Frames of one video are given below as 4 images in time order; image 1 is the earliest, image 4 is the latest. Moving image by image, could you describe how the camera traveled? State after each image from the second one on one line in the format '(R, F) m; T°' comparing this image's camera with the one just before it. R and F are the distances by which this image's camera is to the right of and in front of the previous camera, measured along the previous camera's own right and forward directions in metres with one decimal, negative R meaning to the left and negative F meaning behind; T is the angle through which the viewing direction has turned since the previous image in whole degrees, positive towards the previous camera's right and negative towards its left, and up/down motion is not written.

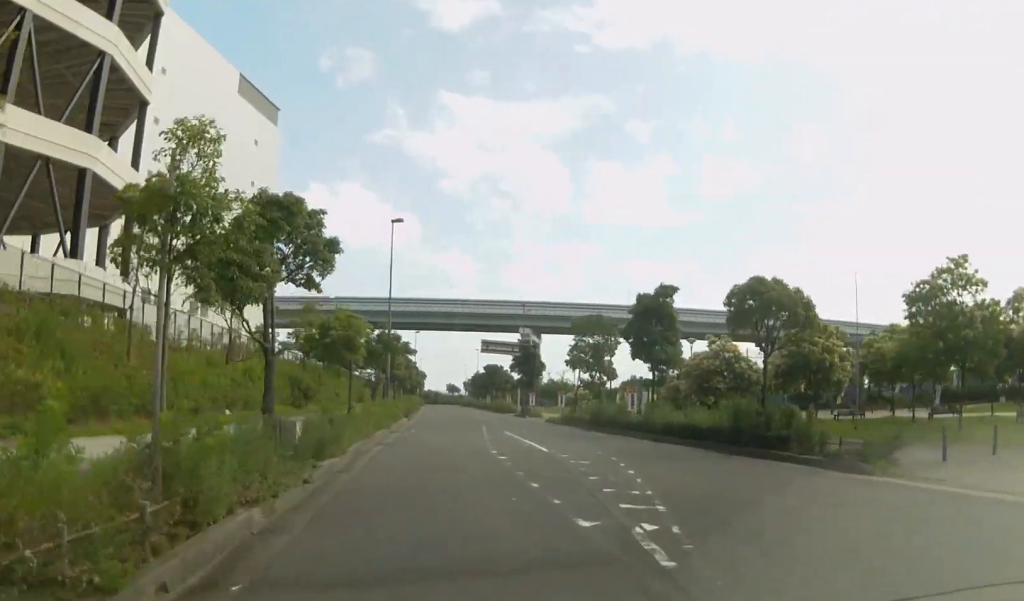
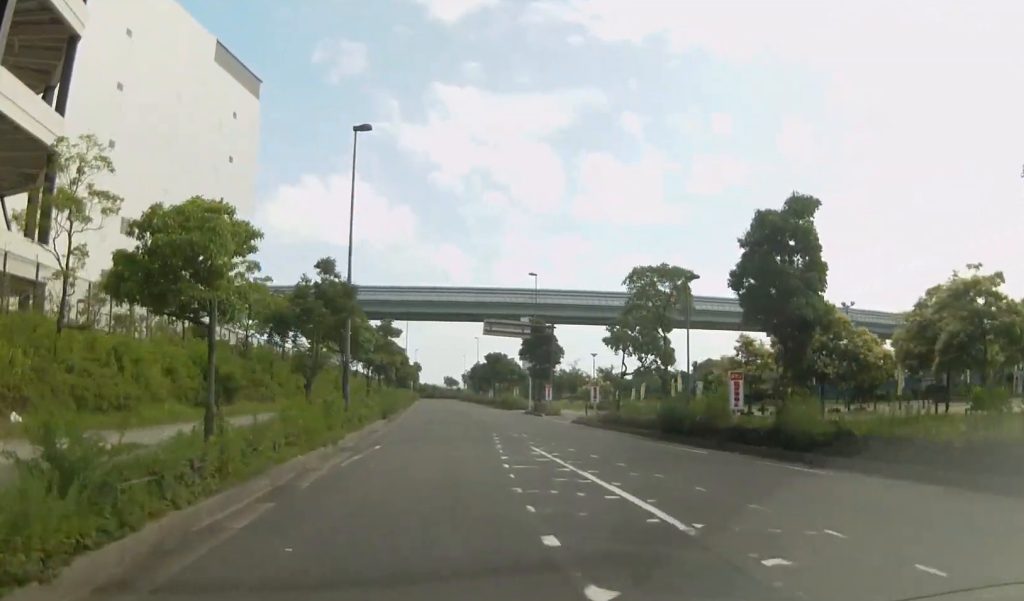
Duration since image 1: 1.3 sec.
(+0.6, +13.4) m; +2°
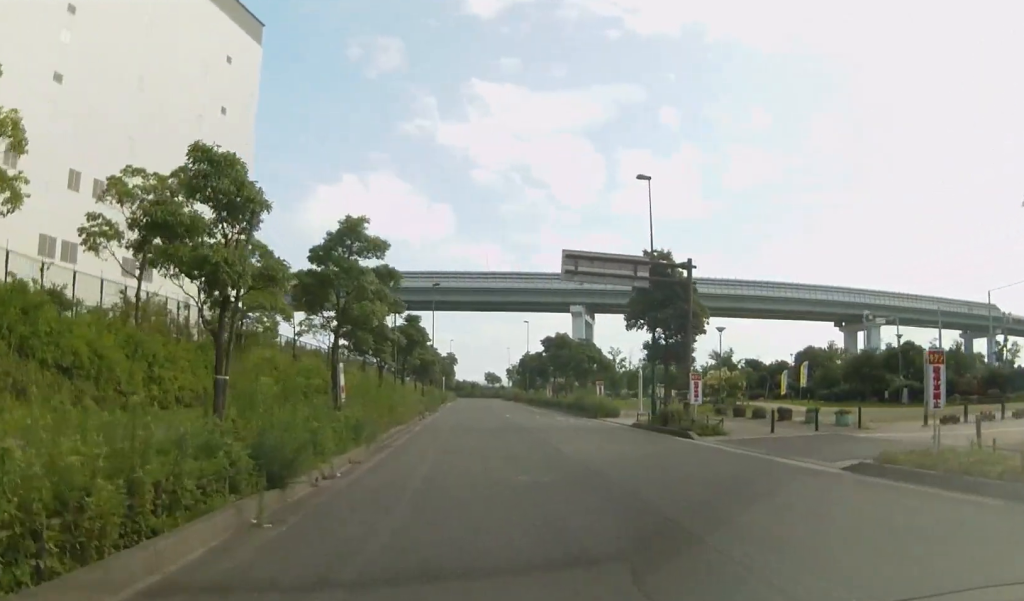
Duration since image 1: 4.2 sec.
(-0.8, +26.8) m; -3°
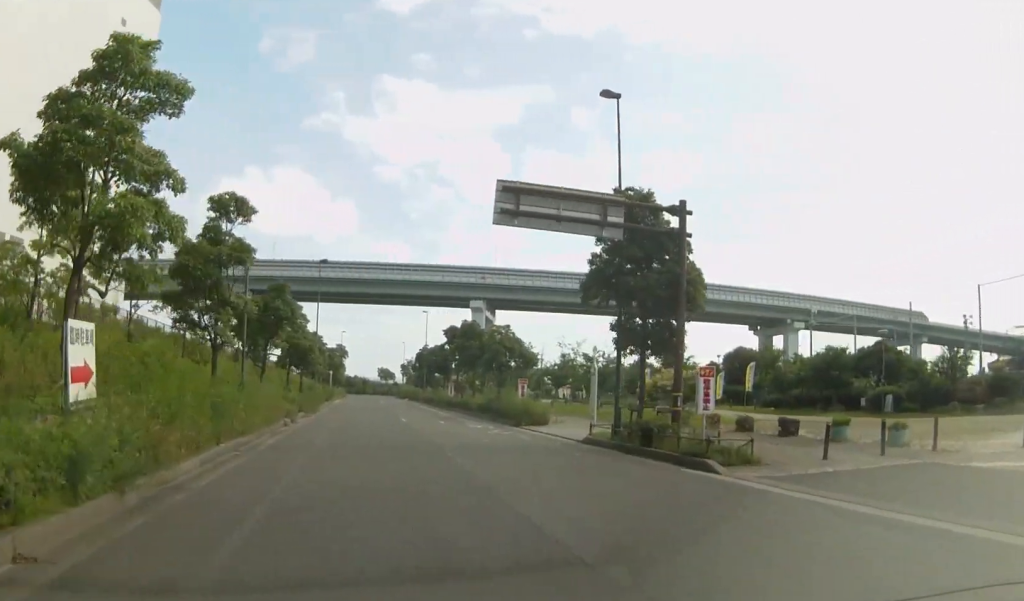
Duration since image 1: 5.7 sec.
(-0.1, +9.2) m; +6°
